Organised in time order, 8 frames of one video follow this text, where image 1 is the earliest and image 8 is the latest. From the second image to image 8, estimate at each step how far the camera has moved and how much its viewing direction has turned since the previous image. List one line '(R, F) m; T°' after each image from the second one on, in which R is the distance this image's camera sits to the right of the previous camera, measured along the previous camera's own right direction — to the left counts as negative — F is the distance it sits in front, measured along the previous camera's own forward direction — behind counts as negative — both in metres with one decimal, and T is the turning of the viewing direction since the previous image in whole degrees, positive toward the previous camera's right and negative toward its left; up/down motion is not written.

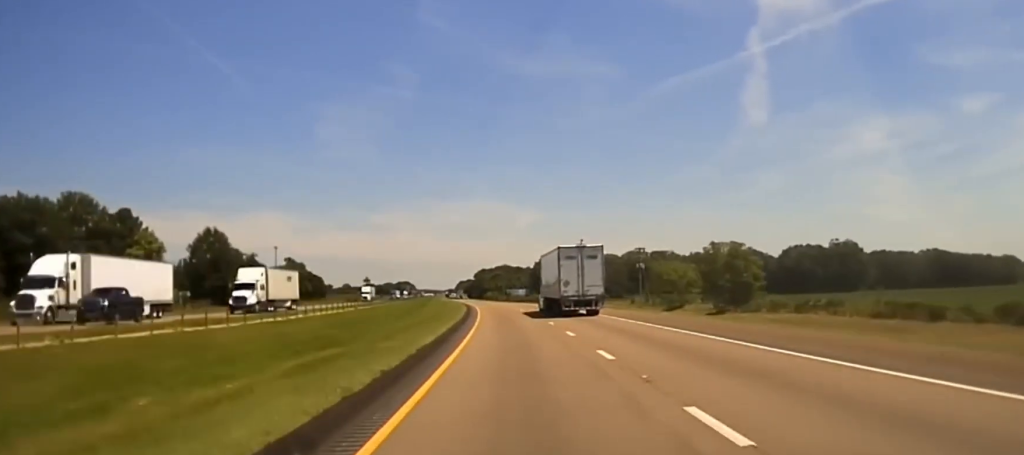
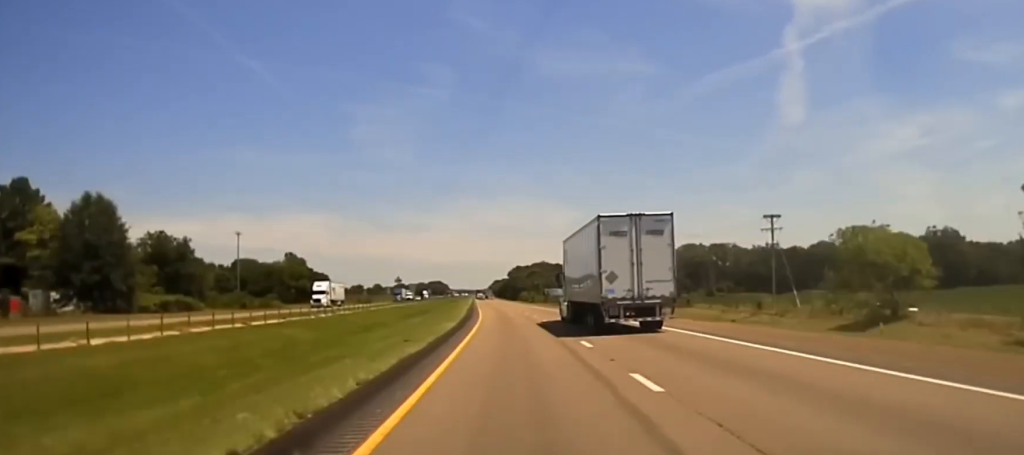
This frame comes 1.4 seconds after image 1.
(-2.3, +68.3) m; -3°
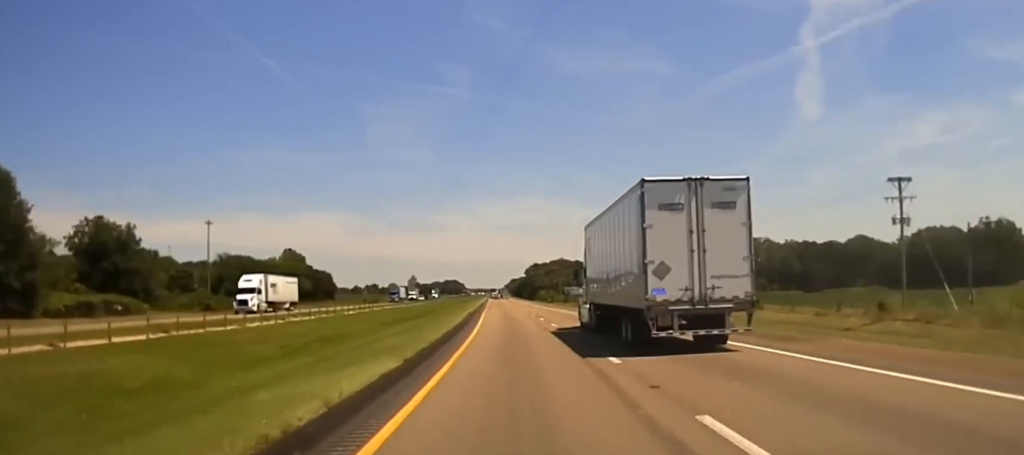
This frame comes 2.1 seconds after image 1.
(-0.2, +32.1) m; 0°
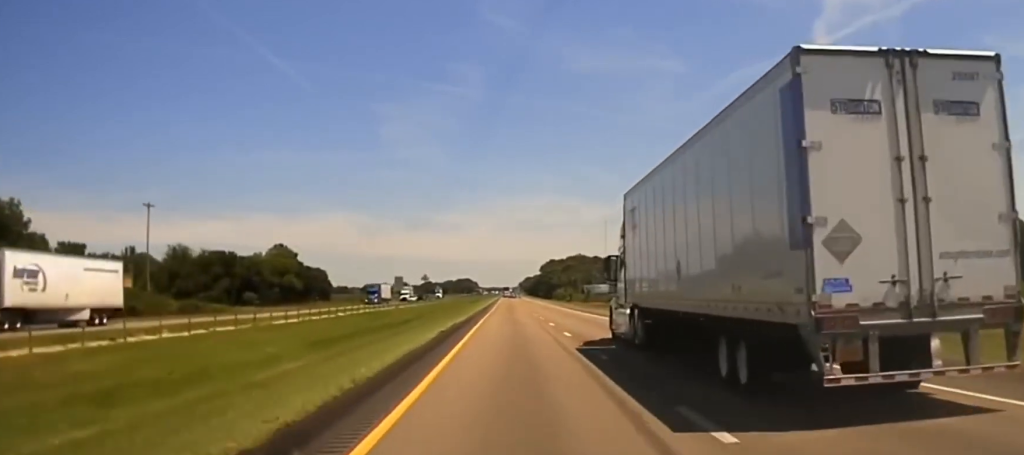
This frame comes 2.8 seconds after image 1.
(0.0, +35.6) m; 0°
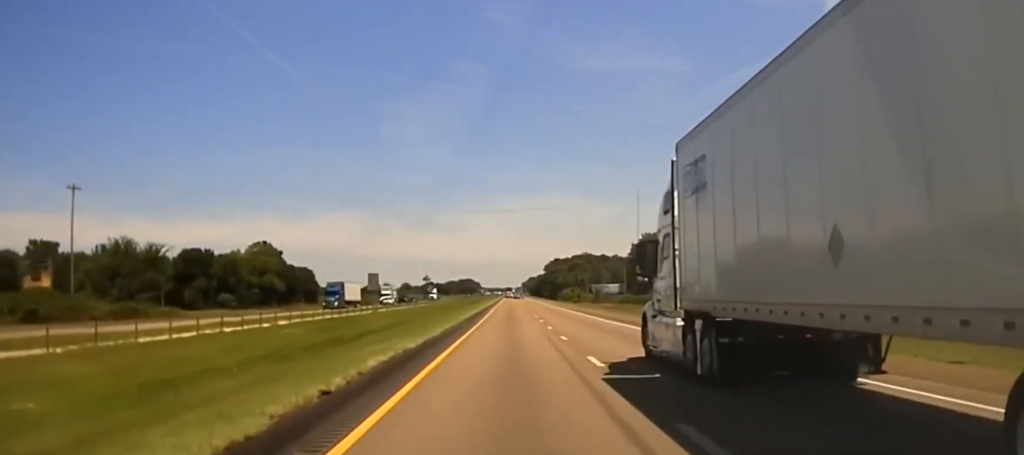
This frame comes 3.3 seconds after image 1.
(0.0, +24.4) m; 0°
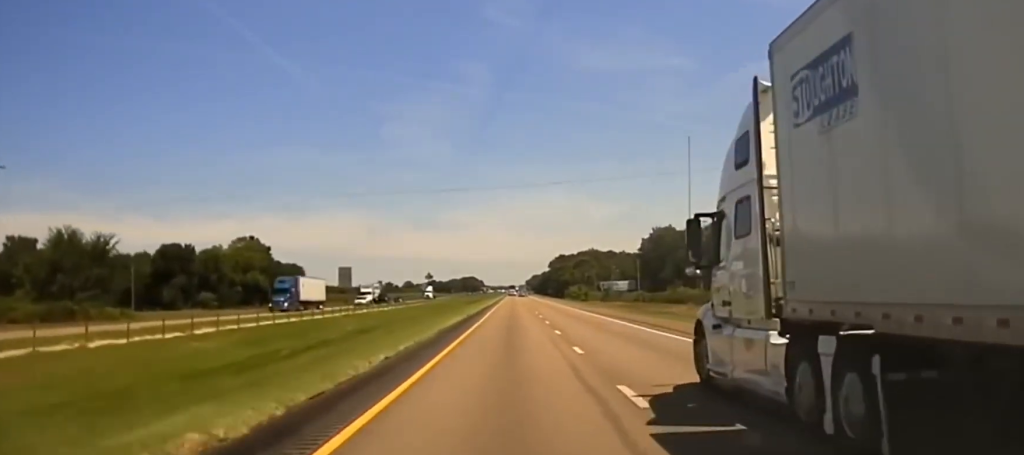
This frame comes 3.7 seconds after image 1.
(-0.1, +19.6) m; 0°
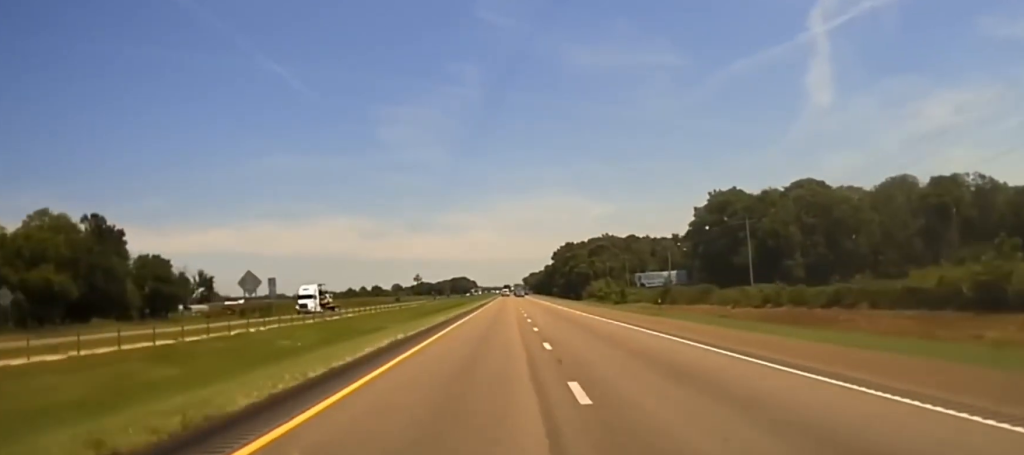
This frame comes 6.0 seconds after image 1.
(+1.1, +108.4) m; 0°
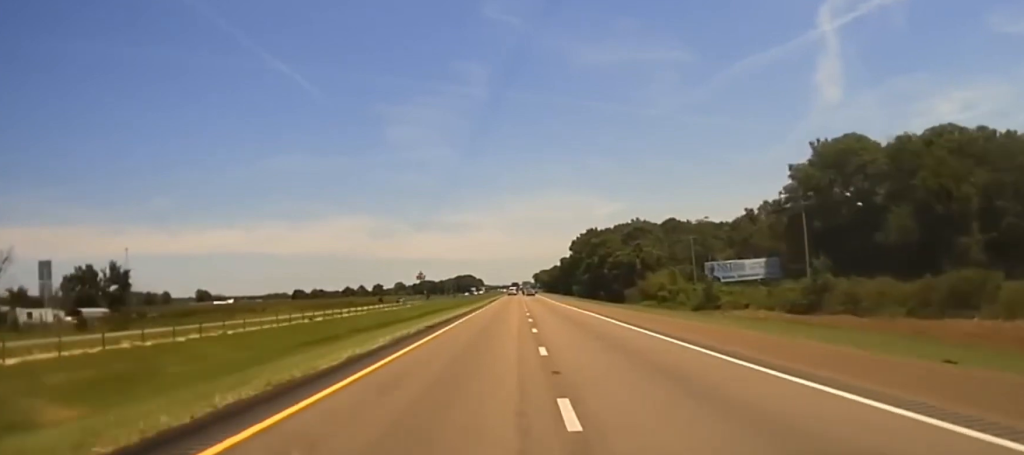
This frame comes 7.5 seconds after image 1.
(-0.2, +68.4) m; 0°
